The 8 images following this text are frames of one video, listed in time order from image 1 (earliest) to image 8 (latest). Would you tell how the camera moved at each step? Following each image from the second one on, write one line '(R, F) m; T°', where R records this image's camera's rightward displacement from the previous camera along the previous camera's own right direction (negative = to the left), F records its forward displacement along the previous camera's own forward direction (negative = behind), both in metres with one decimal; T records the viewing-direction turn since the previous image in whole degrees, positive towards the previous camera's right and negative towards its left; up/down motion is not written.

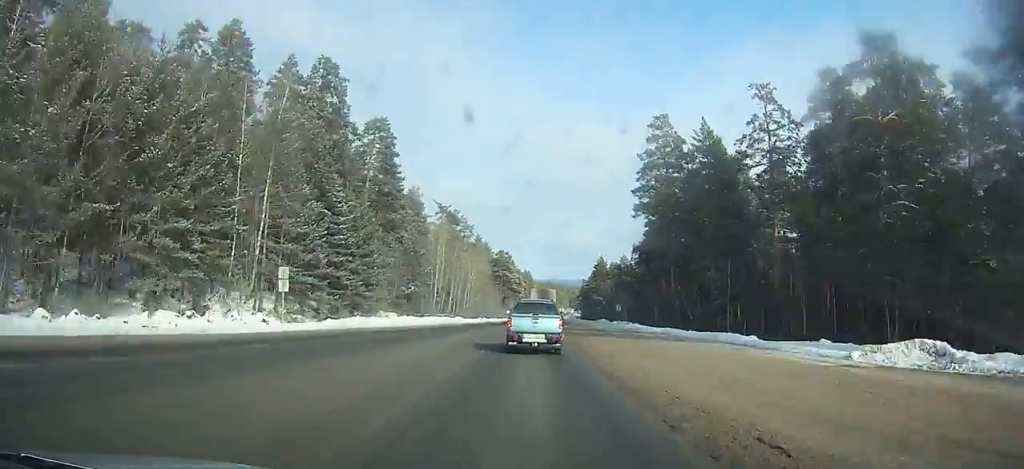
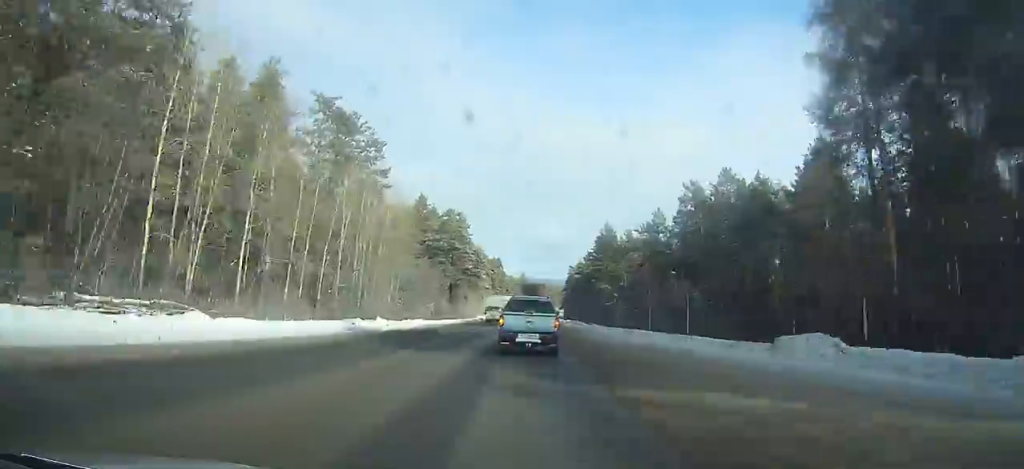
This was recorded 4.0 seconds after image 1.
(+1.9, +69.1) m; +2°
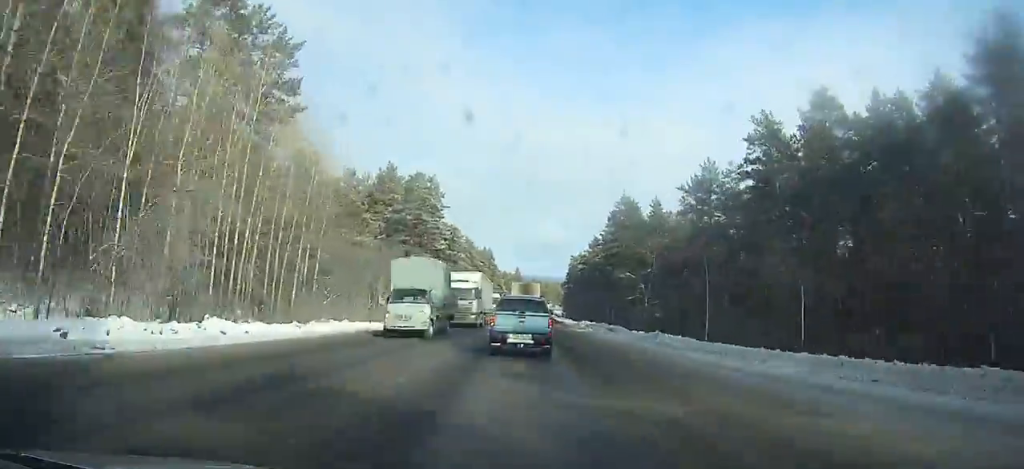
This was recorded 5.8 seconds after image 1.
(+0.1, +29.7) m; 0°
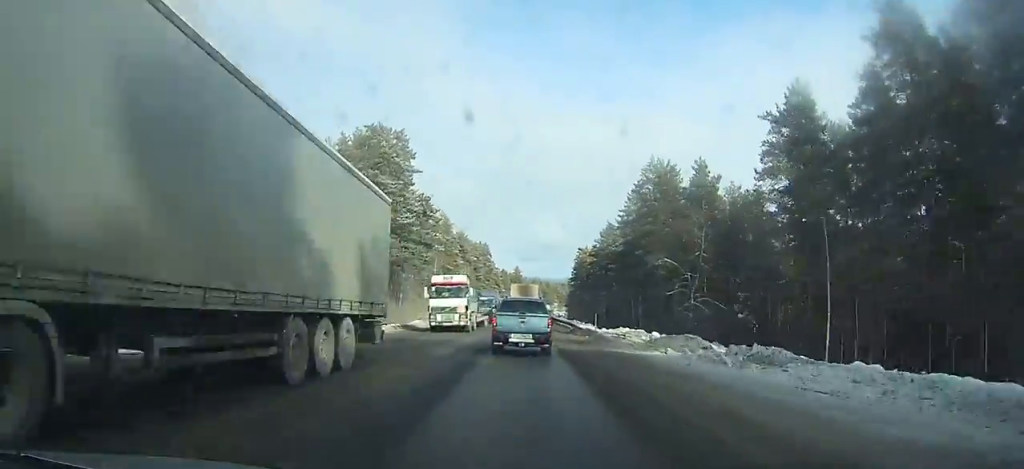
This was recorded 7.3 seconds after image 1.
(+0.1, +24.3) m; 0°
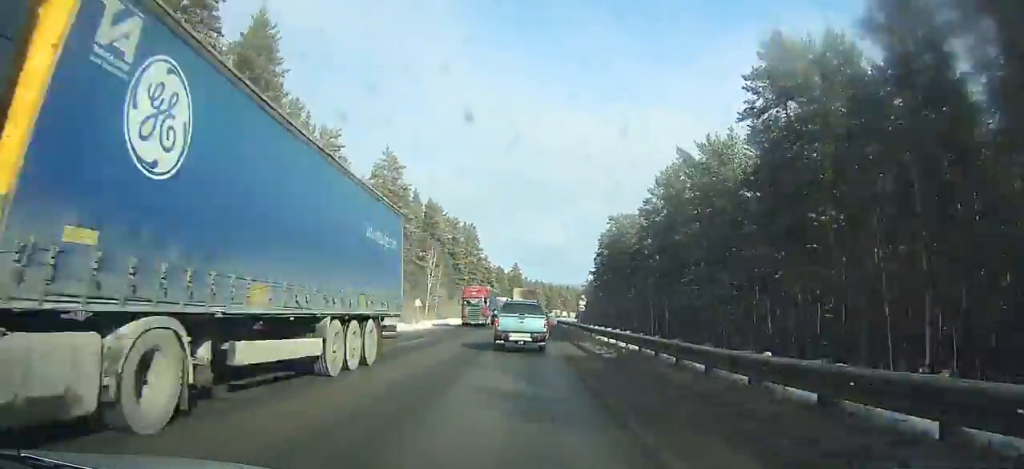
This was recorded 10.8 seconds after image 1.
(+0.2, +55.7) m; 0°
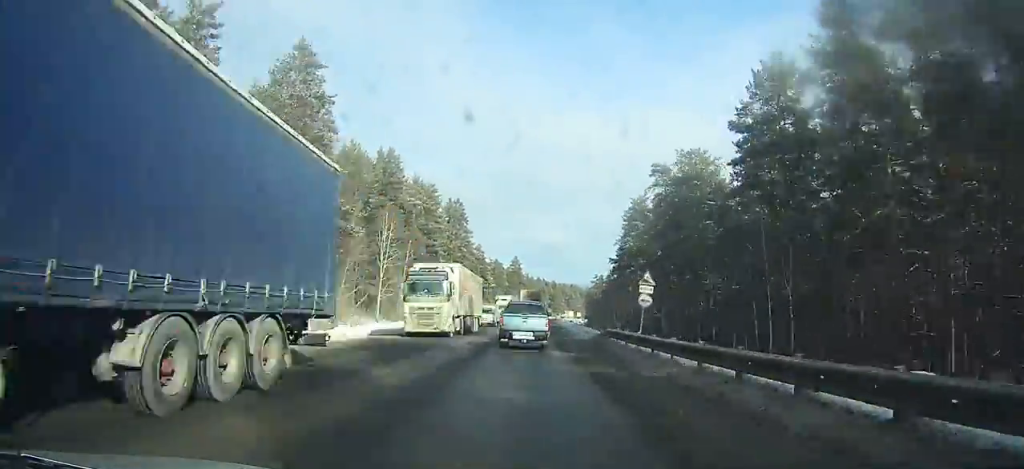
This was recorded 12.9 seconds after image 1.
(-0.1, +33.3) m; 0°
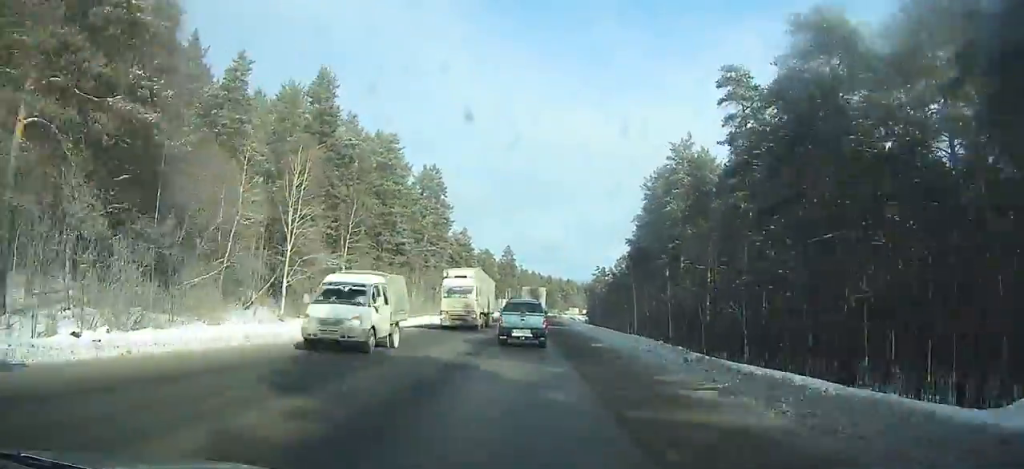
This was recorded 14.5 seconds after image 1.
(+0.1, +25.5) m; 0°
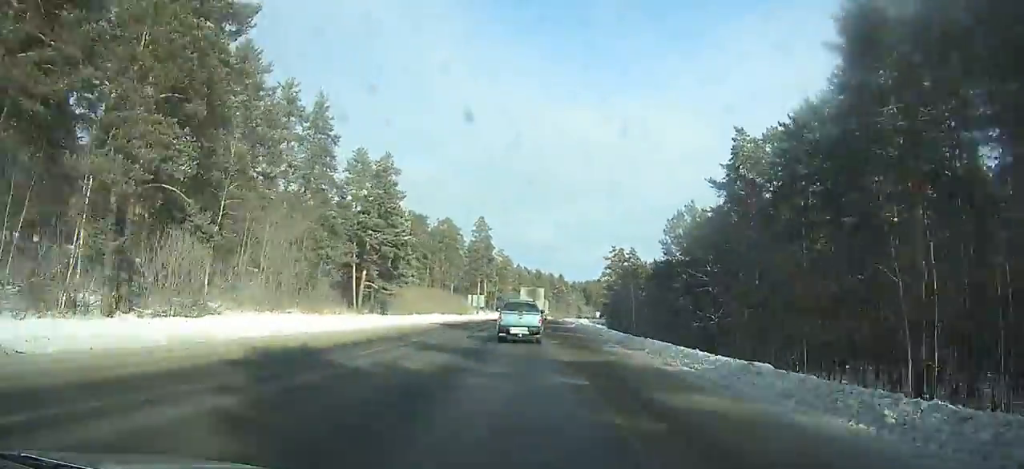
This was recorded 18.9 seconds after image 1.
(+0.8, +71.0) m; +1°
